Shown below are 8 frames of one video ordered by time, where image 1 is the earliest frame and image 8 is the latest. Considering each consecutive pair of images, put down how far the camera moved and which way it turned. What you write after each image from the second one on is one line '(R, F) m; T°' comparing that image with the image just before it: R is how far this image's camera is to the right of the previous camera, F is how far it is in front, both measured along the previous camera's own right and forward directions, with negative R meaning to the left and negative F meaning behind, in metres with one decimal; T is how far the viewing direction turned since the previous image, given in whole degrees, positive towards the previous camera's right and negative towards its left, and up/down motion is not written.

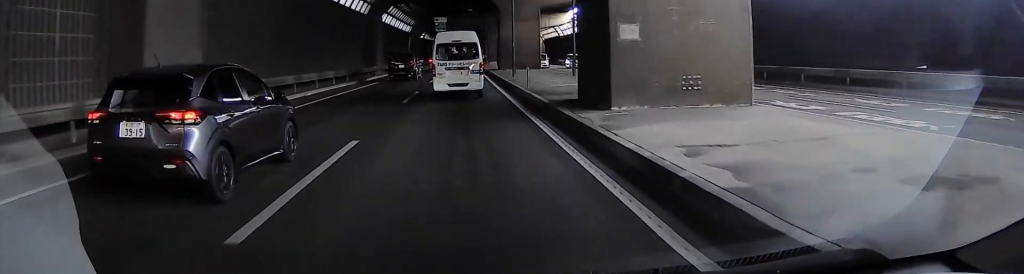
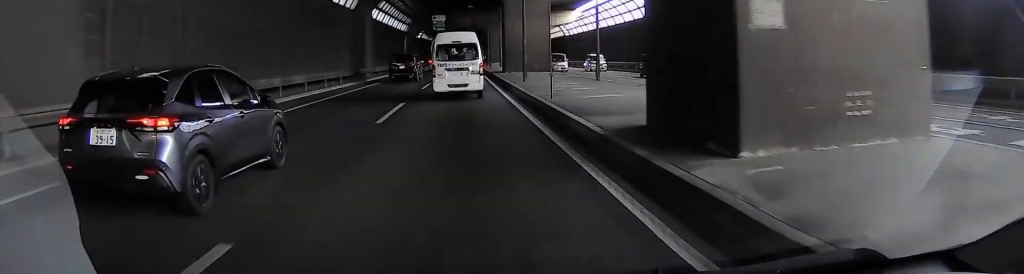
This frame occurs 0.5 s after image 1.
(-0.1, +6.7) m; +1°
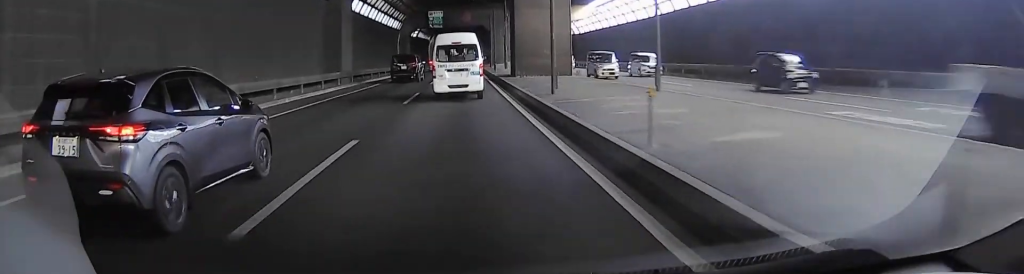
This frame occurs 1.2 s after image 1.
(+0.2, +10.2) m; +1°
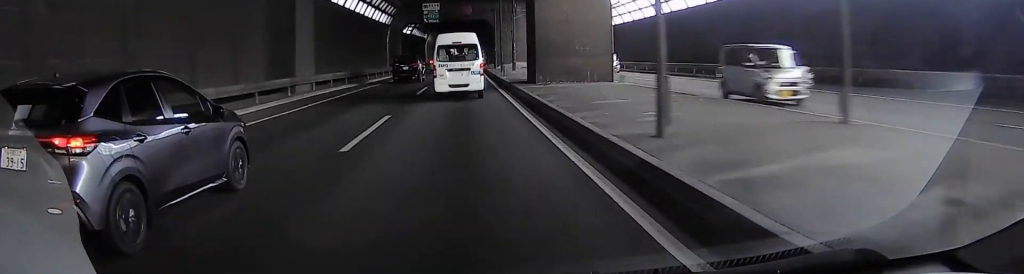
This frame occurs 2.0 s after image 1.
(+0.1, +11.9) m; +1°
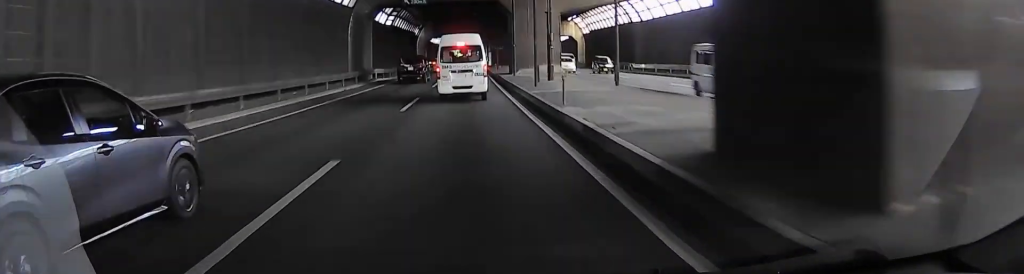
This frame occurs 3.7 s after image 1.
(+0.4, +25.6) m; +2°
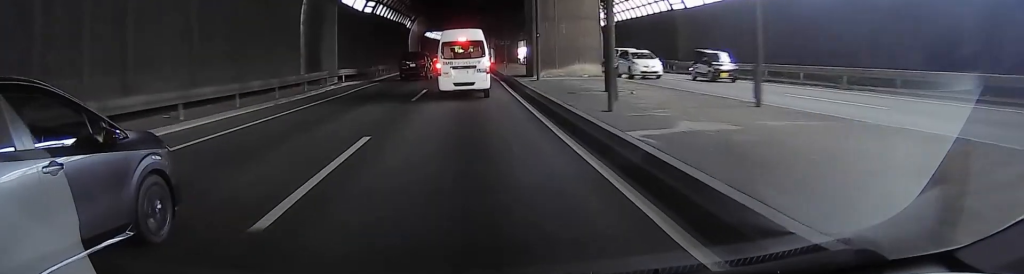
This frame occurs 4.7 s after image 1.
(0.0, +15.0) m; 0°
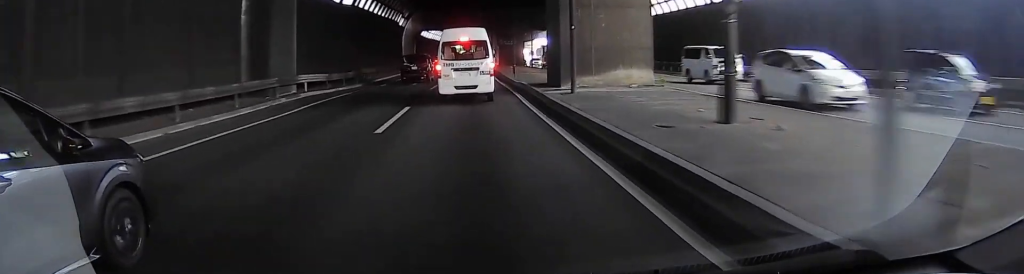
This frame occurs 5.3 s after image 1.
(+0.1, +10.0) m; -2°
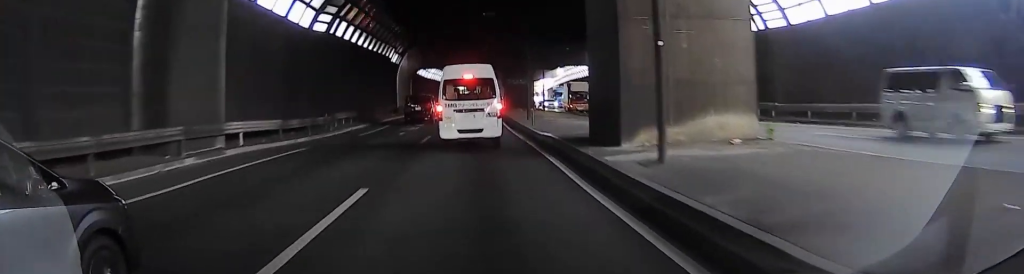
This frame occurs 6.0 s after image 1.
(-0.3, +9.4) m; 0°
